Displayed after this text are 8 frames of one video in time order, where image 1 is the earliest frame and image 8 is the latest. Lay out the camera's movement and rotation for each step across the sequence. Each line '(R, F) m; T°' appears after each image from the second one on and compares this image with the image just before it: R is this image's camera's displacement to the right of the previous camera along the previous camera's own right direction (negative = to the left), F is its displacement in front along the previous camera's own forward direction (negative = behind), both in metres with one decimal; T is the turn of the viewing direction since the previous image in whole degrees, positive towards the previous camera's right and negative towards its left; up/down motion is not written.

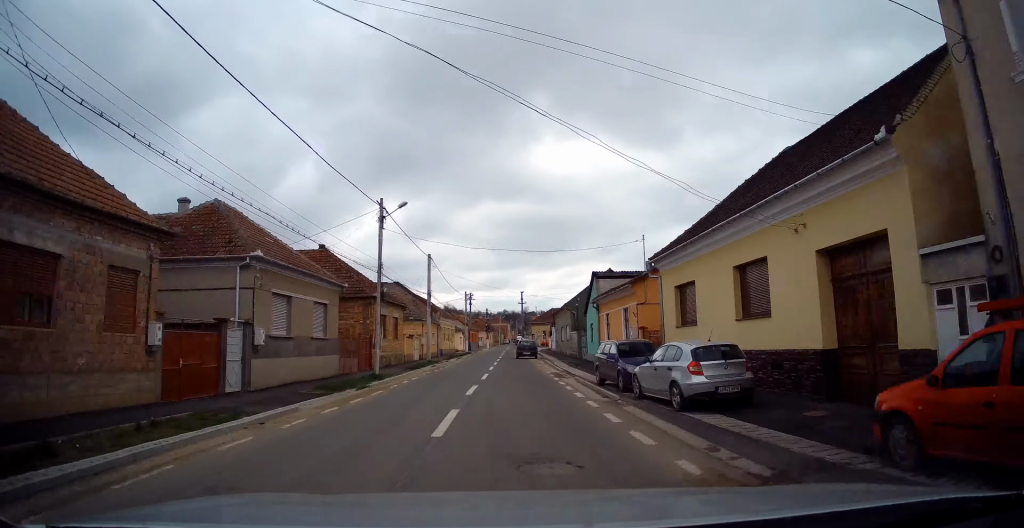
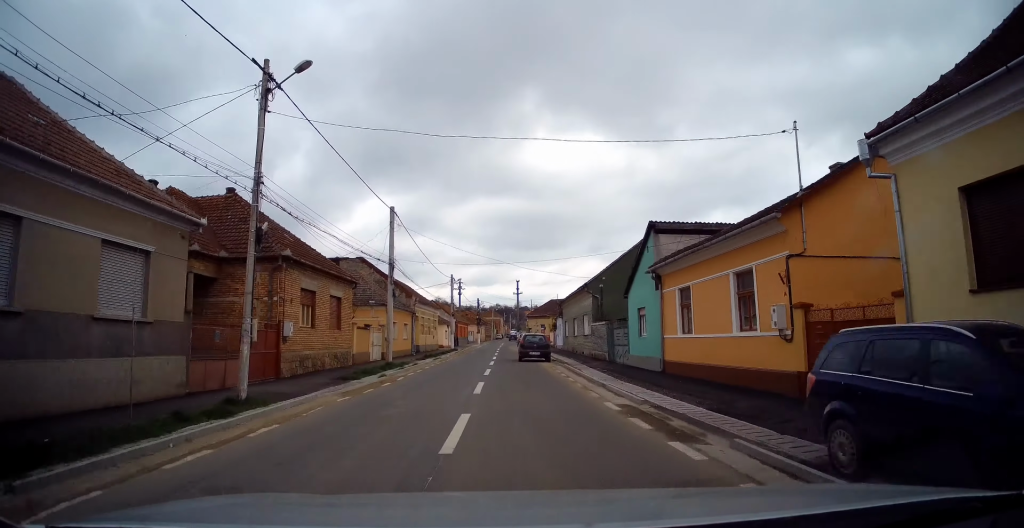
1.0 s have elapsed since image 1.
(+0.3, +13.3) m; +2°
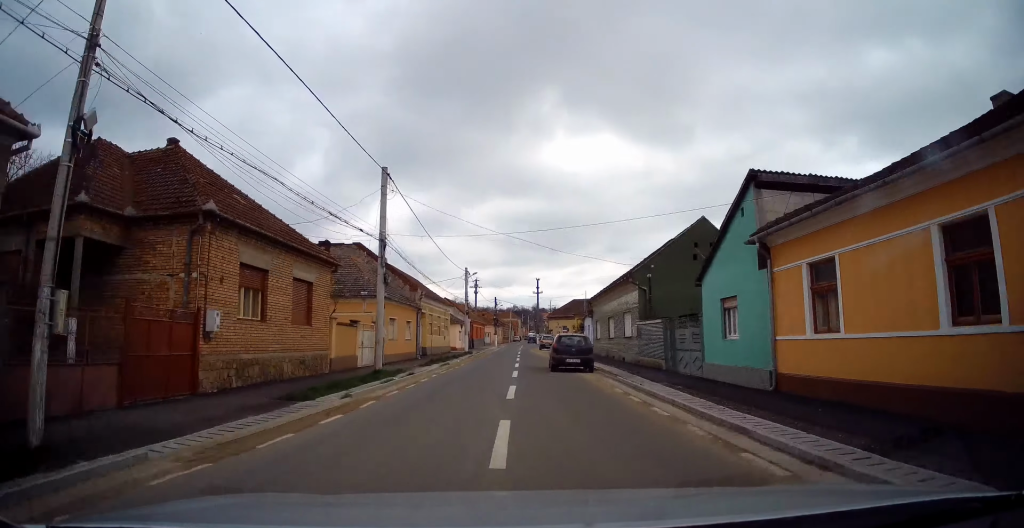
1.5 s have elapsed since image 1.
(0.0, +6.9) m; 0°
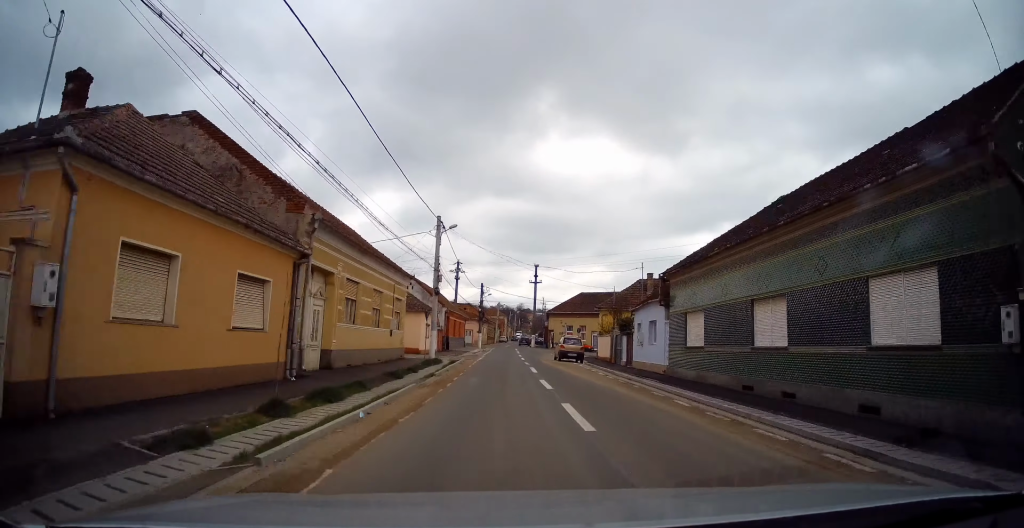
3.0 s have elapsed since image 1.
(+0.1, +22.0) m; 0°
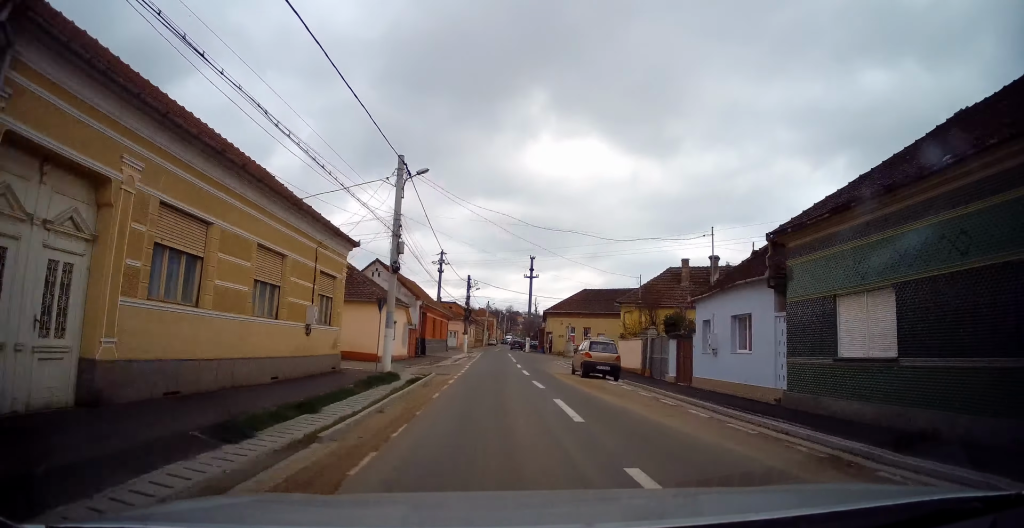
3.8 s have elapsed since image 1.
(0.0, +10.8) m; 0°
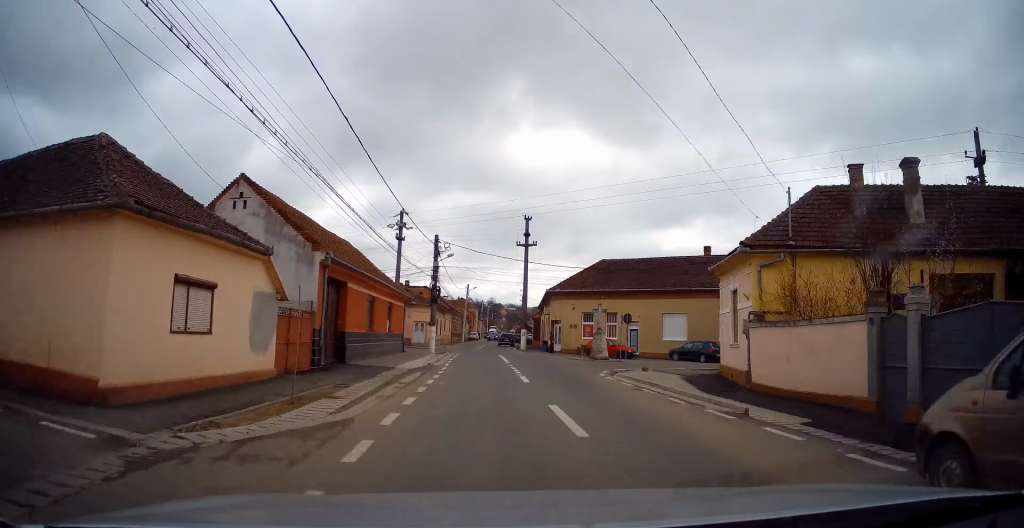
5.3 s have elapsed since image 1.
(+0.5, +19.4) m; +3°
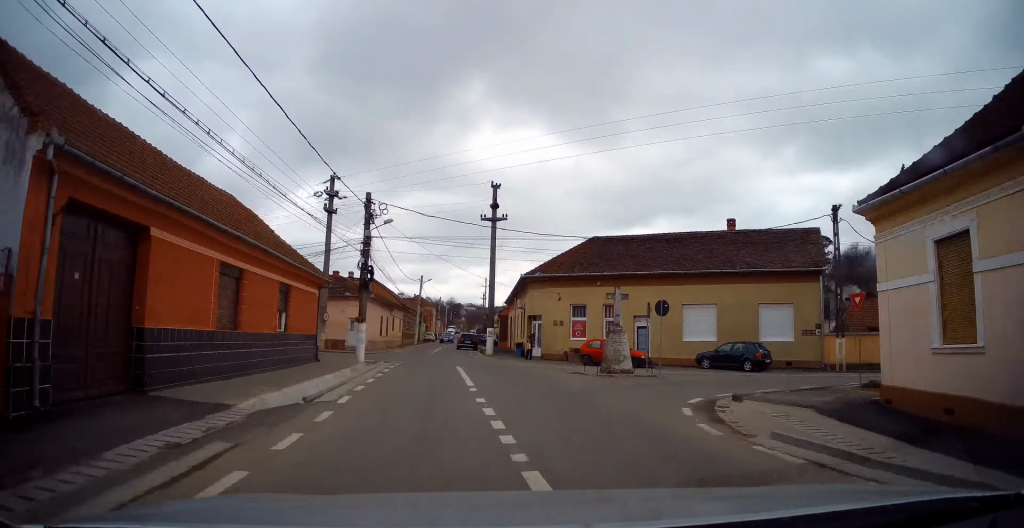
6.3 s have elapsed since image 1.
(+0.2, +12.0) m; +4°
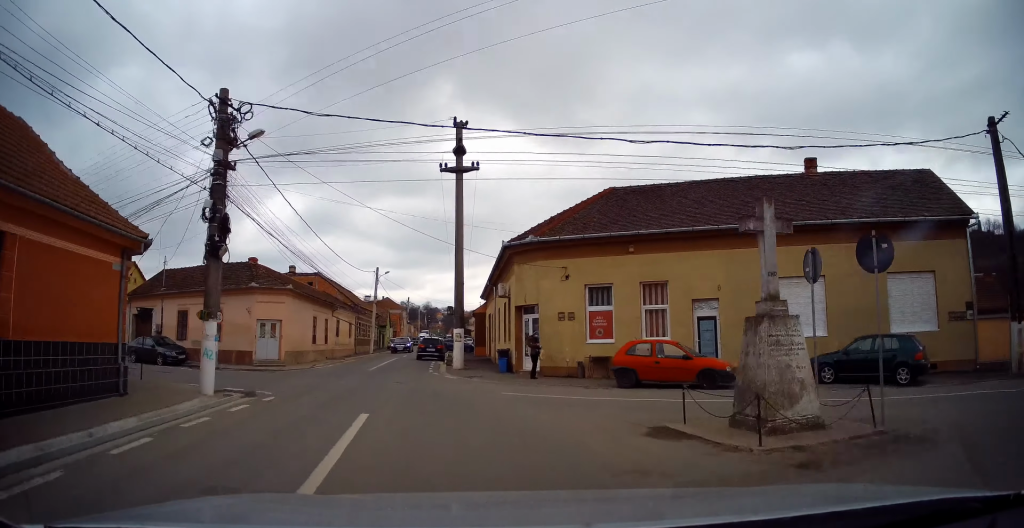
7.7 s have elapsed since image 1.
(+1.2, +13.3) m; +5°
